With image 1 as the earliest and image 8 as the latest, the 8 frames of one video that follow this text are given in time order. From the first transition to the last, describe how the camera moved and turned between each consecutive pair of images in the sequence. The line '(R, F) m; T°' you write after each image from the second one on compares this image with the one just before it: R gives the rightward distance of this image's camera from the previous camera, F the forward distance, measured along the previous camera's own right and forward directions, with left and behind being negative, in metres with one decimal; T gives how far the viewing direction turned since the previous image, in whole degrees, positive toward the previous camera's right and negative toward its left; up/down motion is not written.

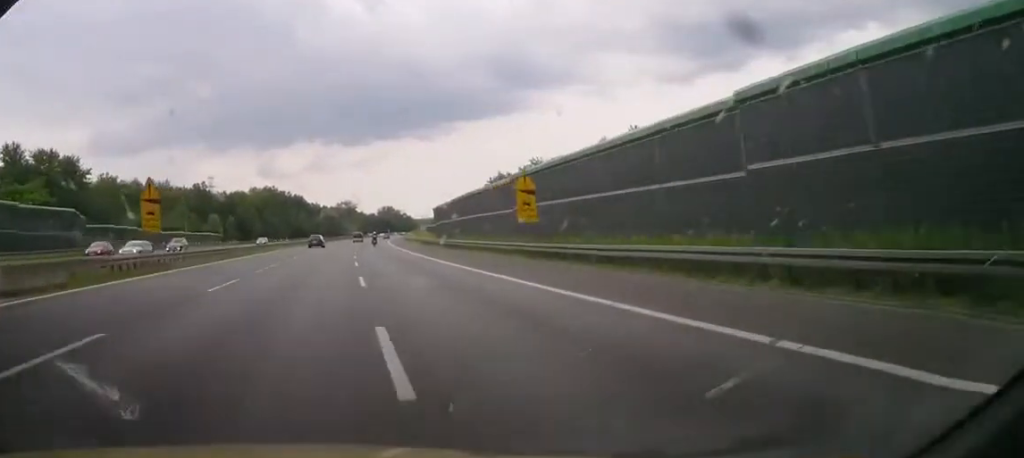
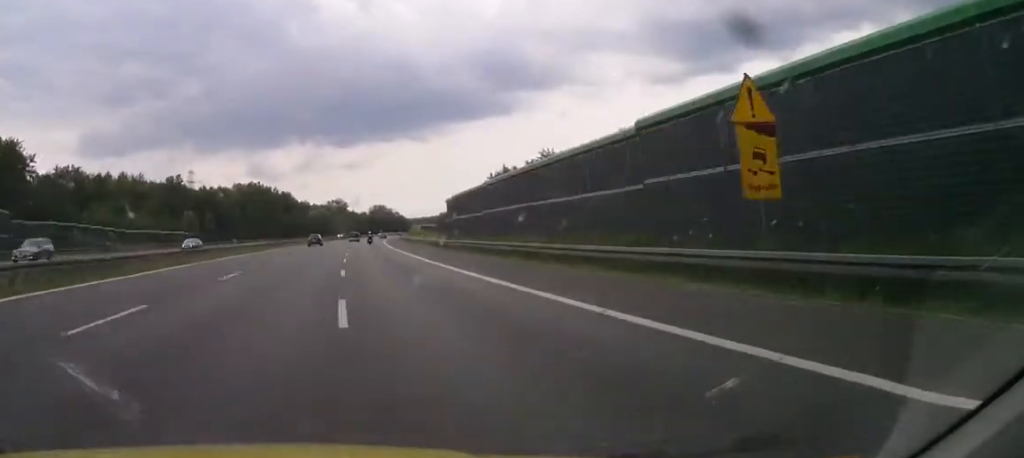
(0.0, +19.5) m; 0°
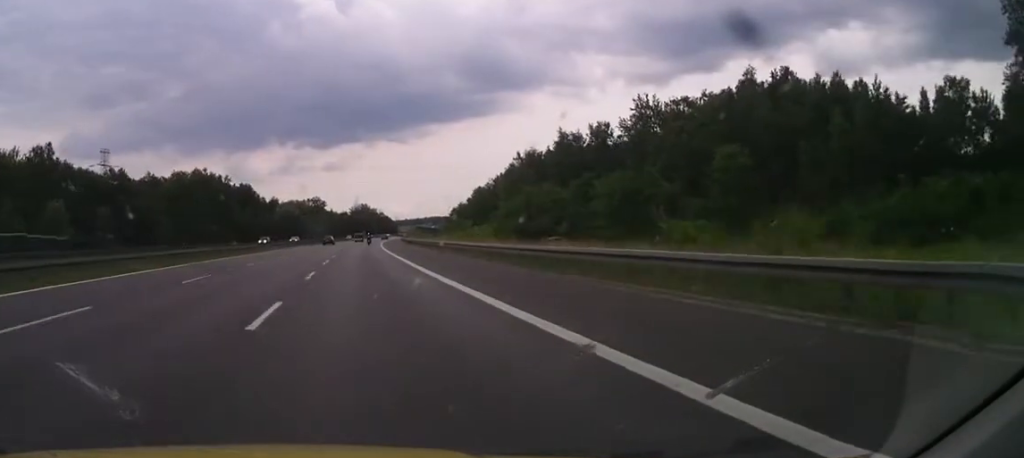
(+2.2, +71.8) m; +3°
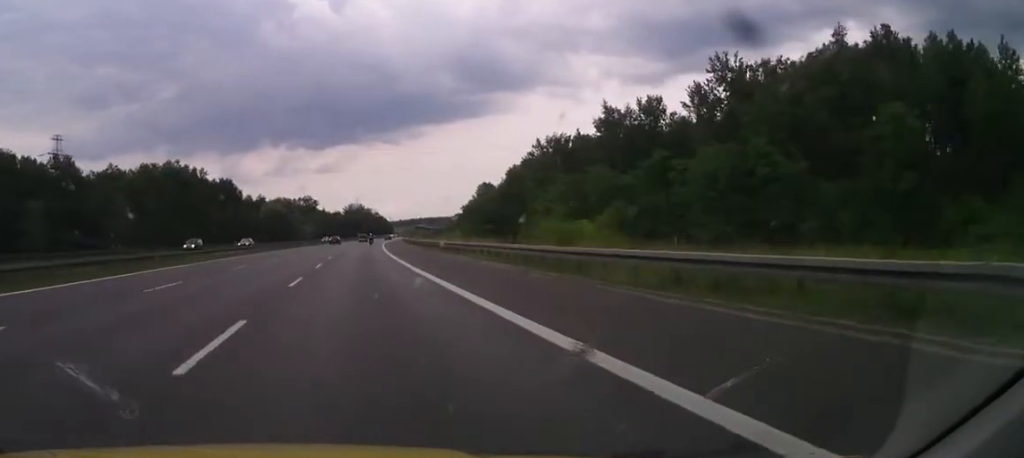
(0.0, +27.7) m; +1°
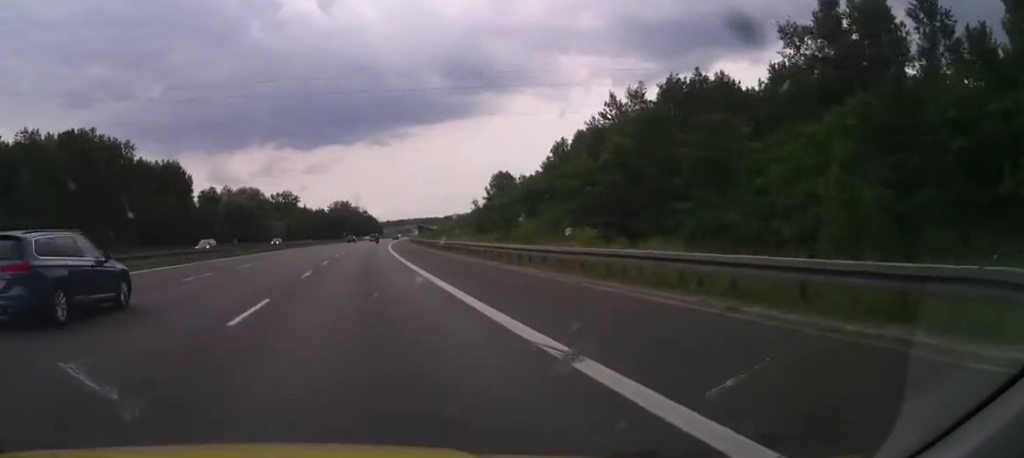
(+1.6, +56.7) m; +2°
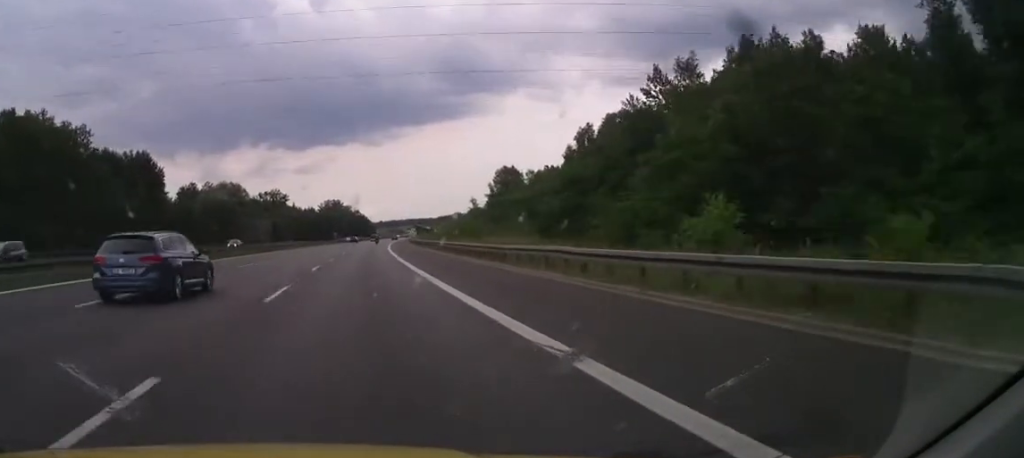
(-0.2, +20.1) m; 0°
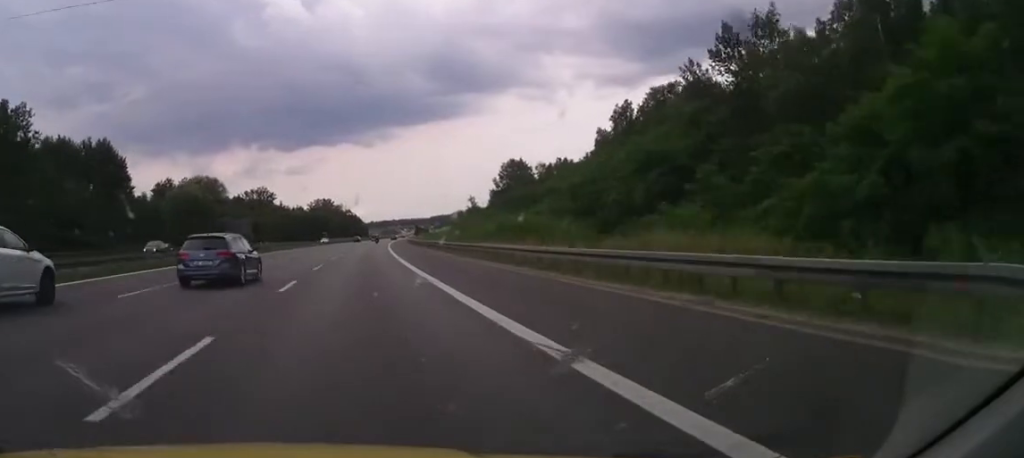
(+0.3, +21.1) m; +1°
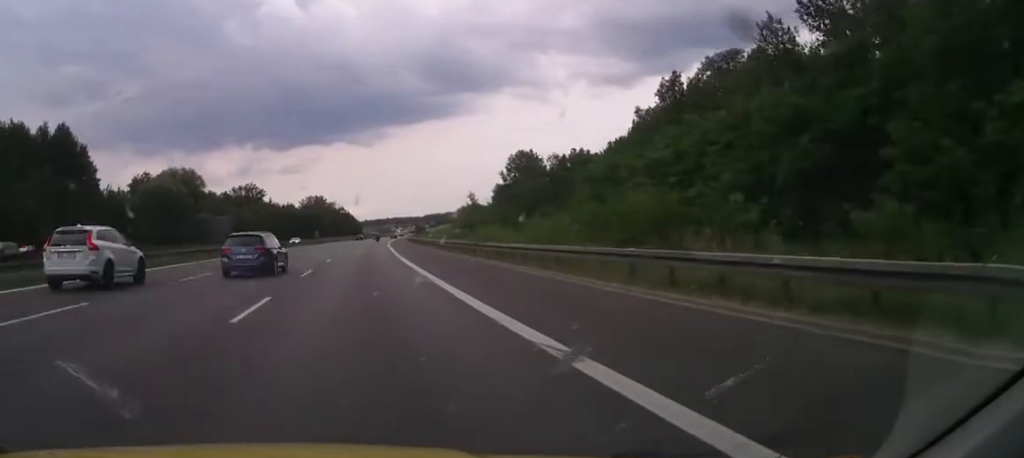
(+0.1, +18.1) m; 0°
